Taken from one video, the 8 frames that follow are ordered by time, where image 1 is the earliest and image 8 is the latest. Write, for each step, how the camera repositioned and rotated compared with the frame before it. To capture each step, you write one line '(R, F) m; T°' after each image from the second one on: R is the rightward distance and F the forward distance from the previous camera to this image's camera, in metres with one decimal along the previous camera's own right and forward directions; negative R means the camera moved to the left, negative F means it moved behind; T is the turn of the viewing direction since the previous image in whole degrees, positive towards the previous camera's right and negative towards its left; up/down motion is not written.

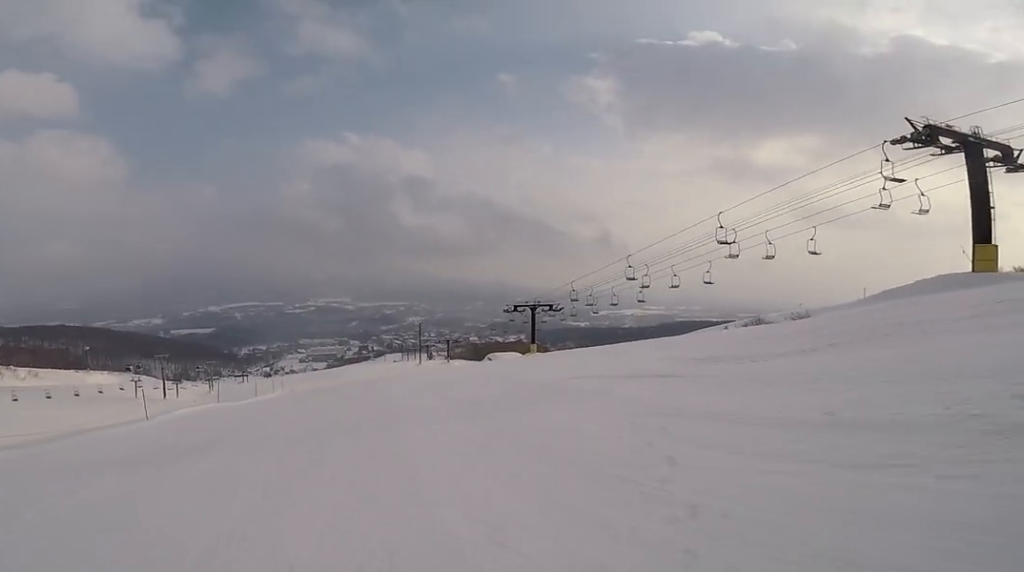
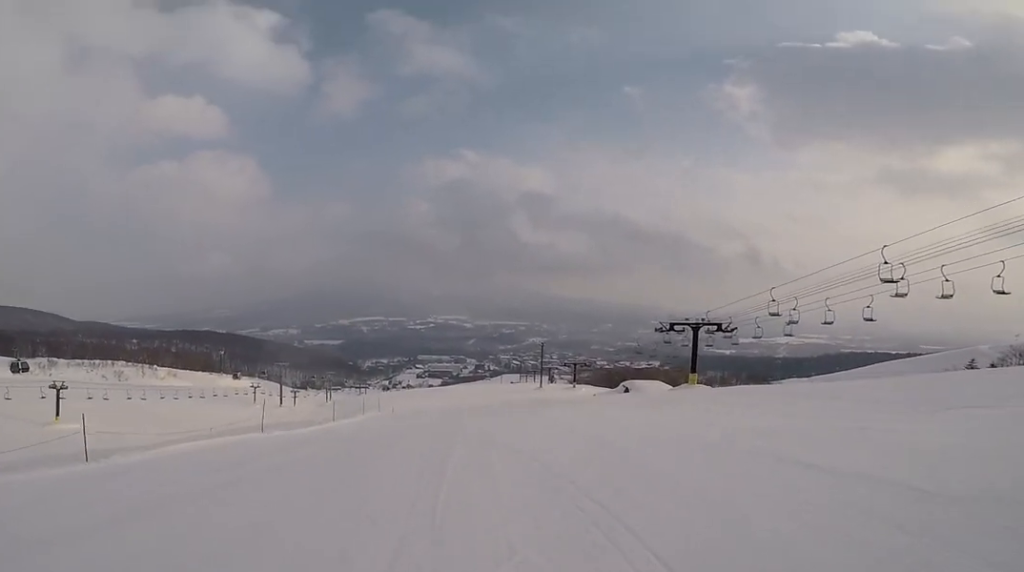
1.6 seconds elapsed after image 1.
(-1.1, +10.8) m; 0°
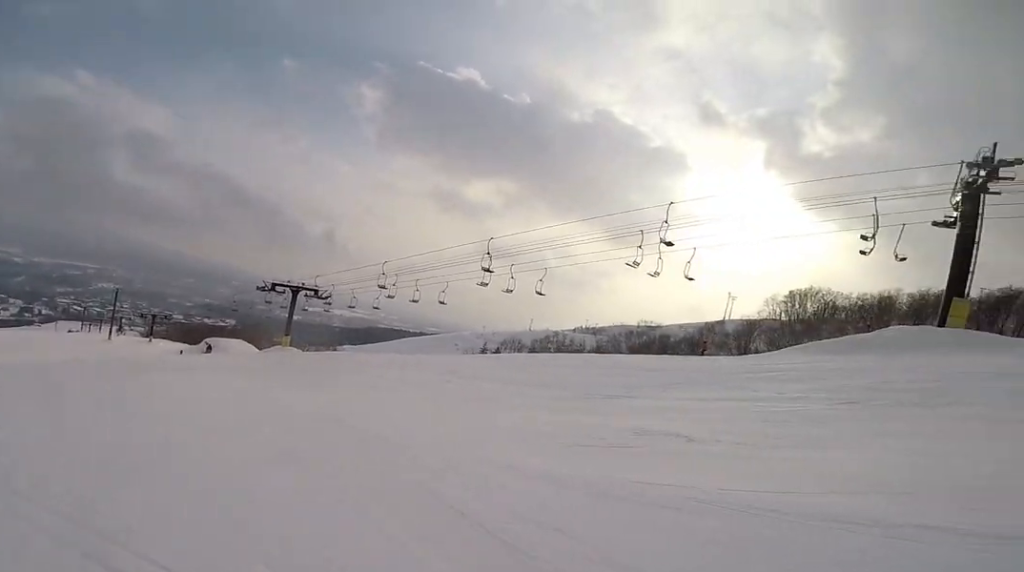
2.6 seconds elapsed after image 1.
(+0.8, +6.5) m; +10°
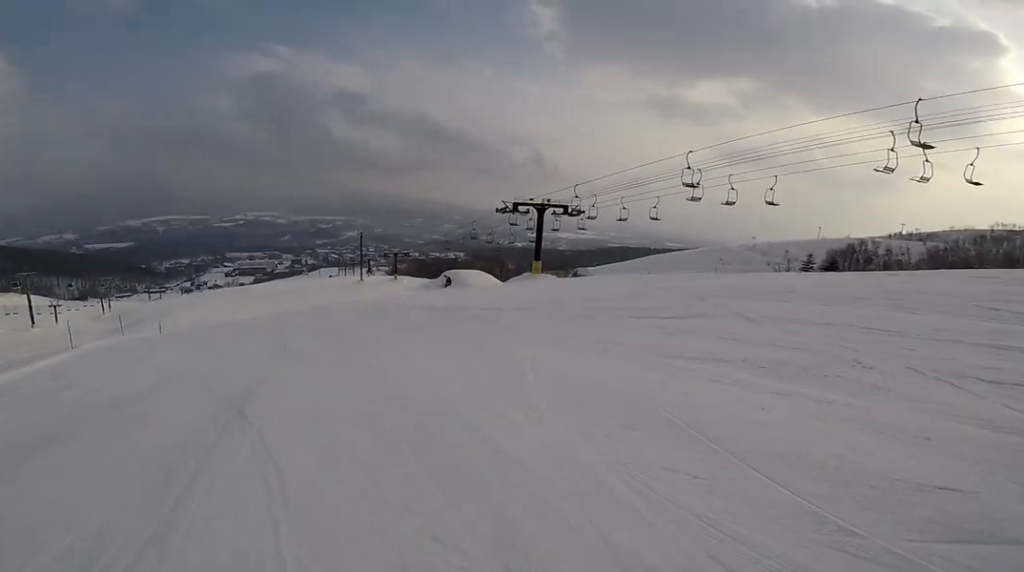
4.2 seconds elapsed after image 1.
(-0.1, +9.9) m; -9°
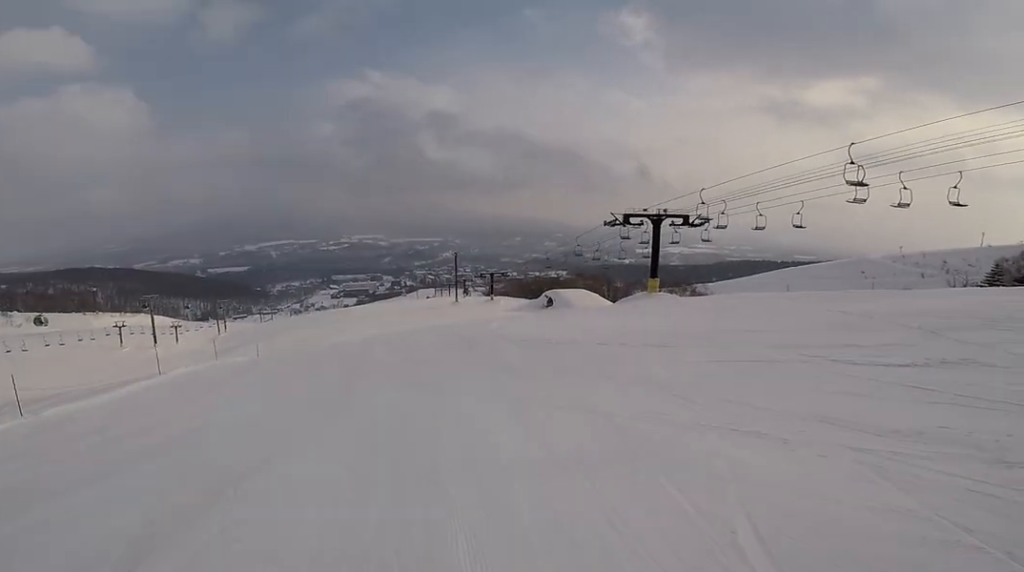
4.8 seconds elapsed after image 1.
(-0.1, +3.5) m; -1°
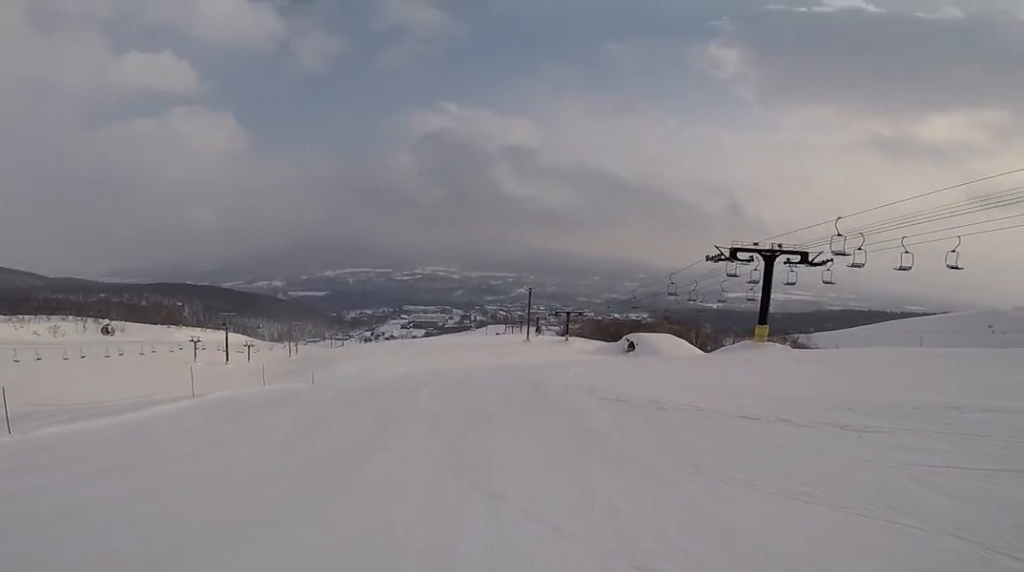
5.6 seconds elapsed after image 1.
(0.0, +4.3) m; -1°
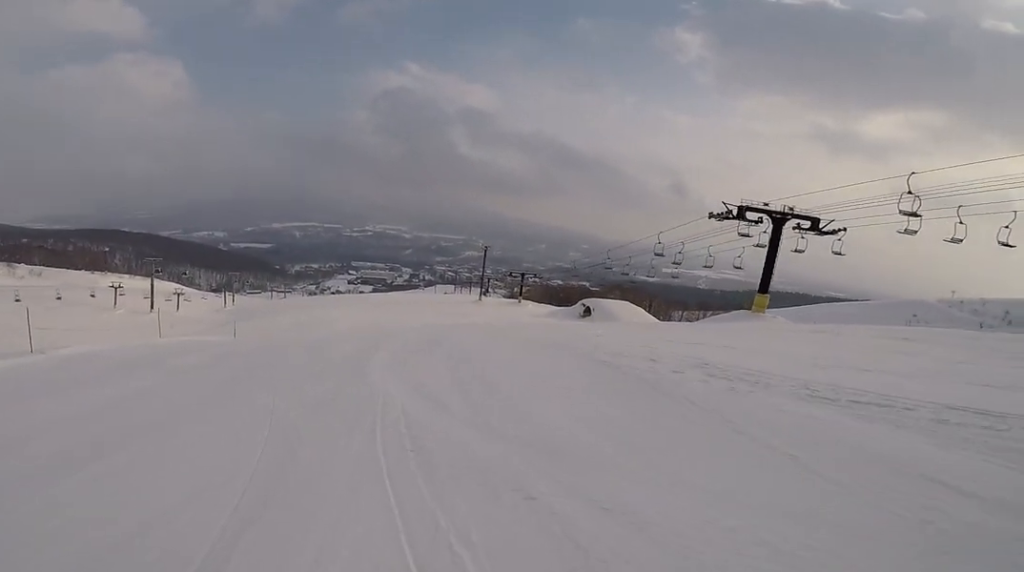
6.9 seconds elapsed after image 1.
(0.0, +7.4) m; 0°
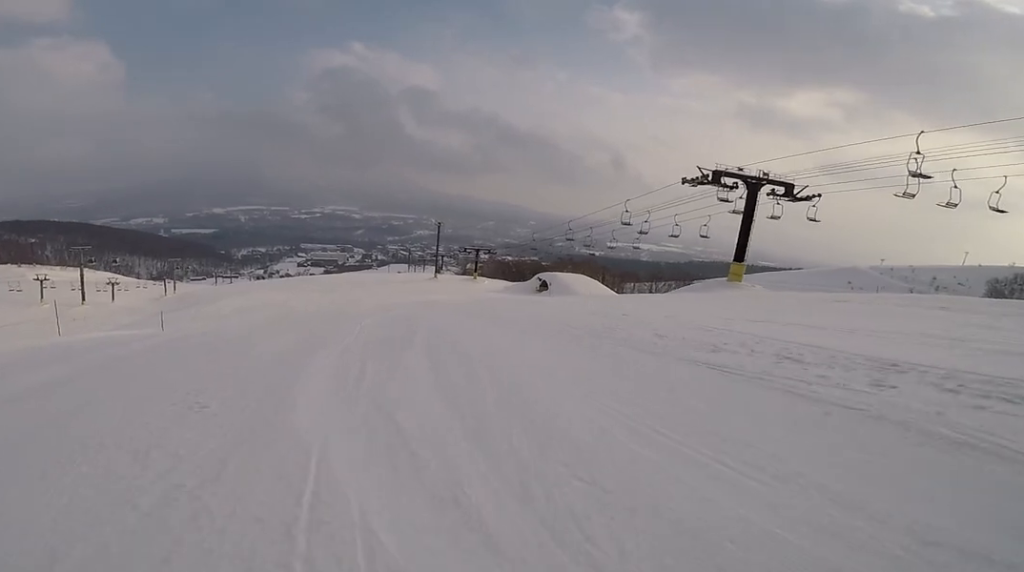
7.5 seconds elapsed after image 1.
(0.0, +3.6) m; +1°
